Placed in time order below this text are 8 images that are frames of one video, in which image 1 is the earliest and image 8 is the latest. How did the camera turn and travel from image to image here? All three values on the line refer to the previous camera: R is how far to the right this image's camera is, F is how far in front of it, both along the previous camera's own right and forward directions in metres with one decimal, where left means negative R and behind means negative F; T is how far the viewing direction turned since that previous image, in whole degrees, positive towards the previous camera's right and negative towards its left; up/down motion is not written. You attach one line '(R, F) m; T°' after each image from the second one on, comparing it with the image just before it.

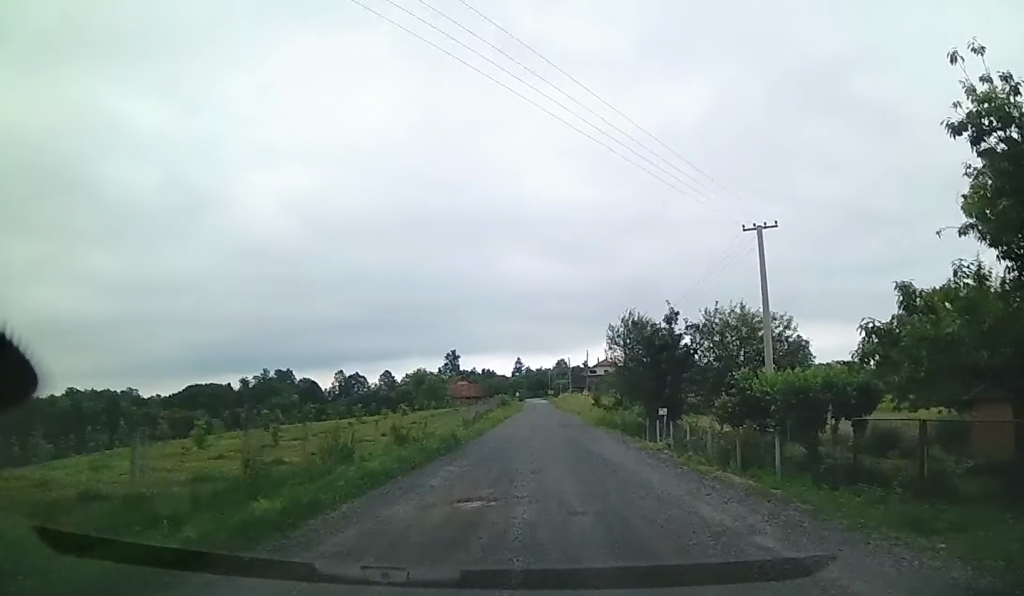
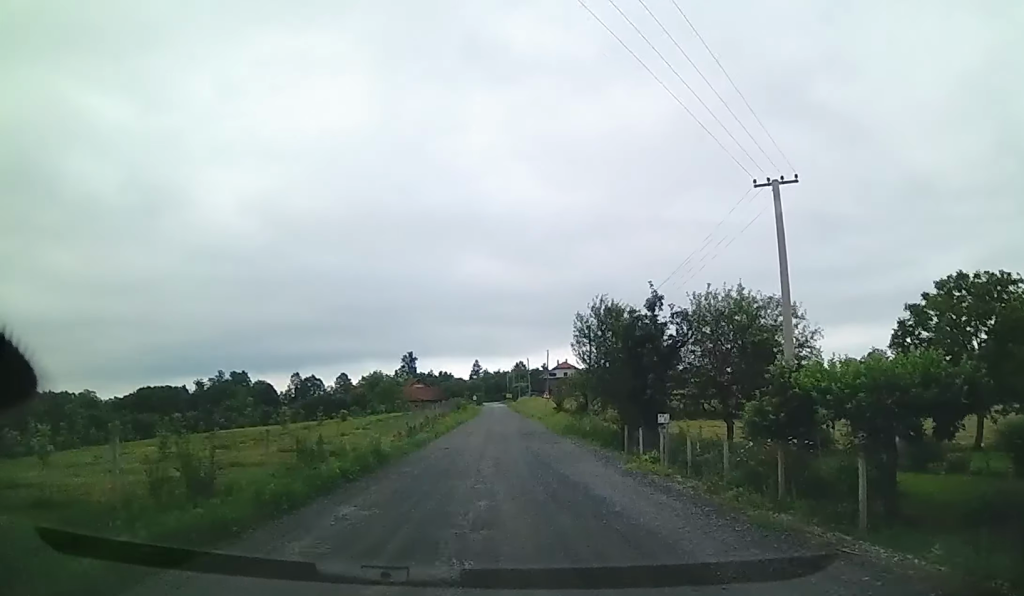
(+0.2, +5.8) m; +1°
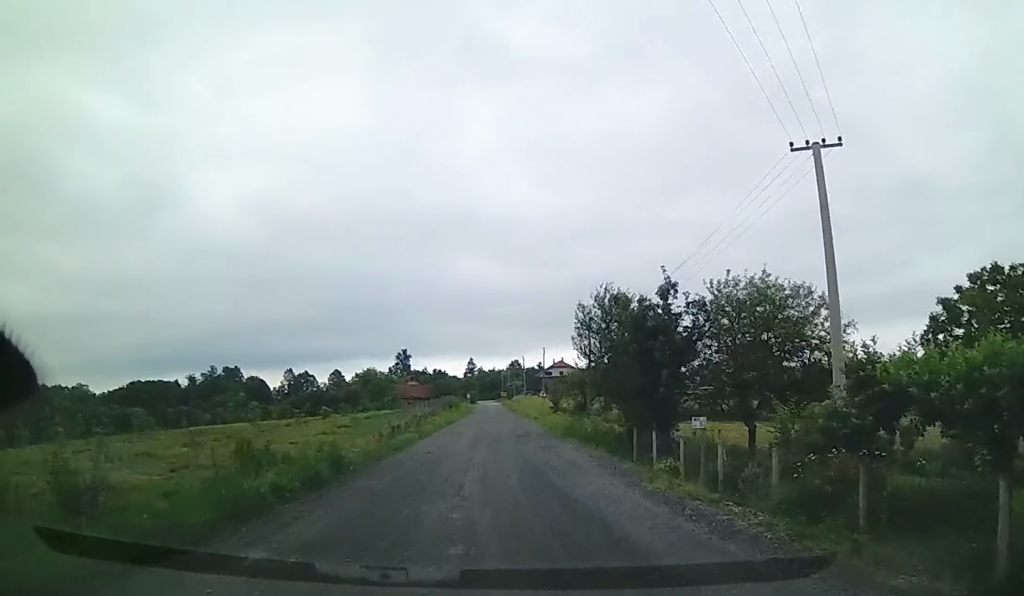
(+0.2, +3.4) m; -2°
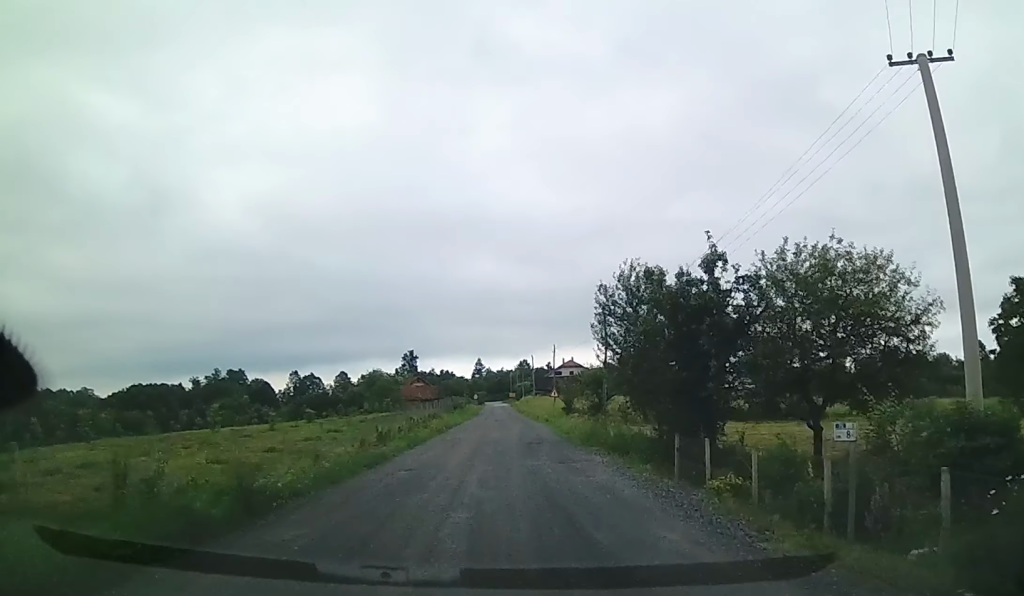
(-0.4, +5.1) m; -2°
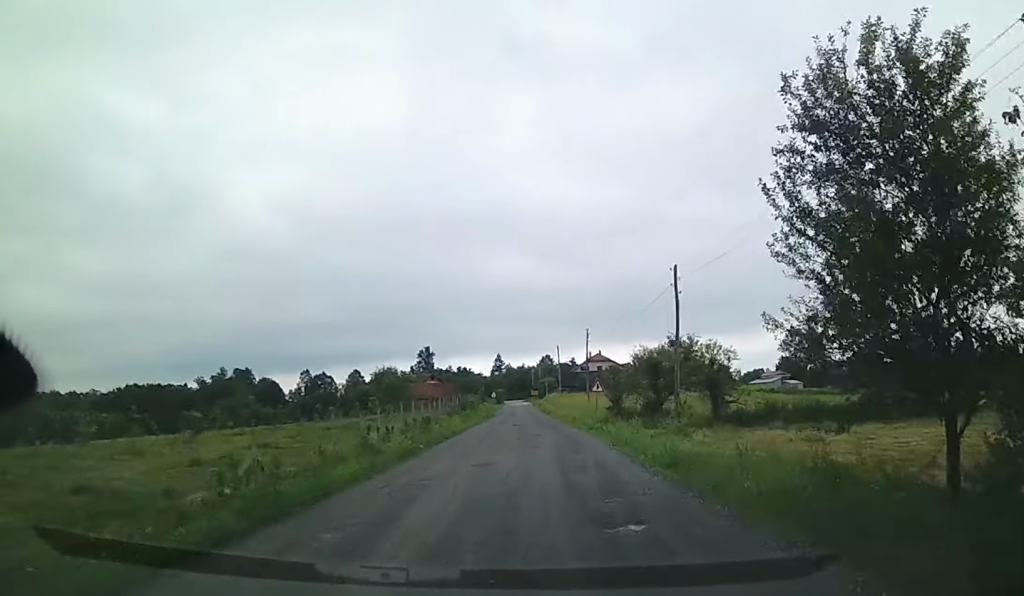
(+0.4, +16.3) m; +3°
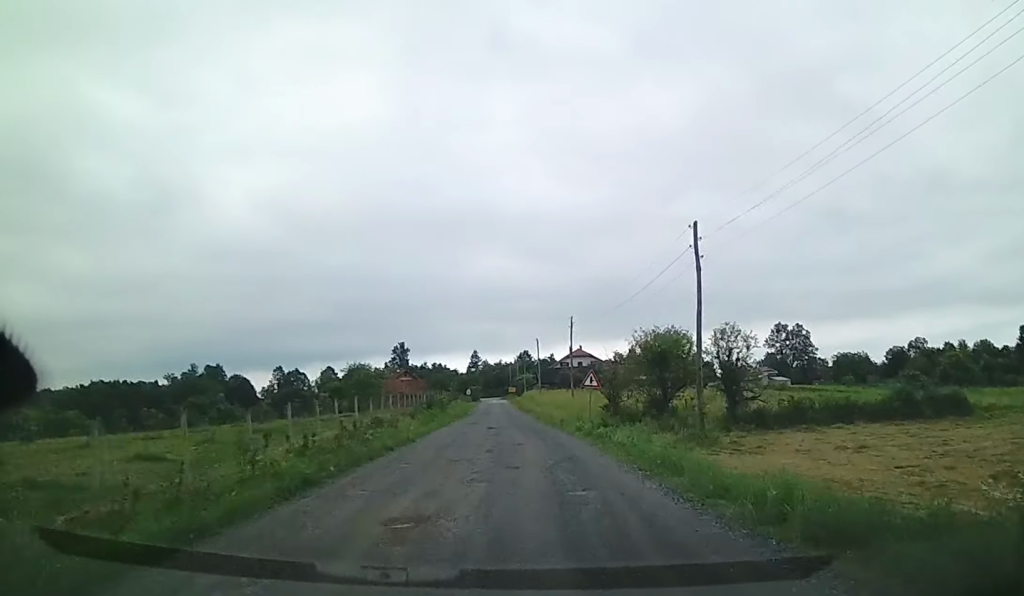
(0.0, +7.7) m; 0°
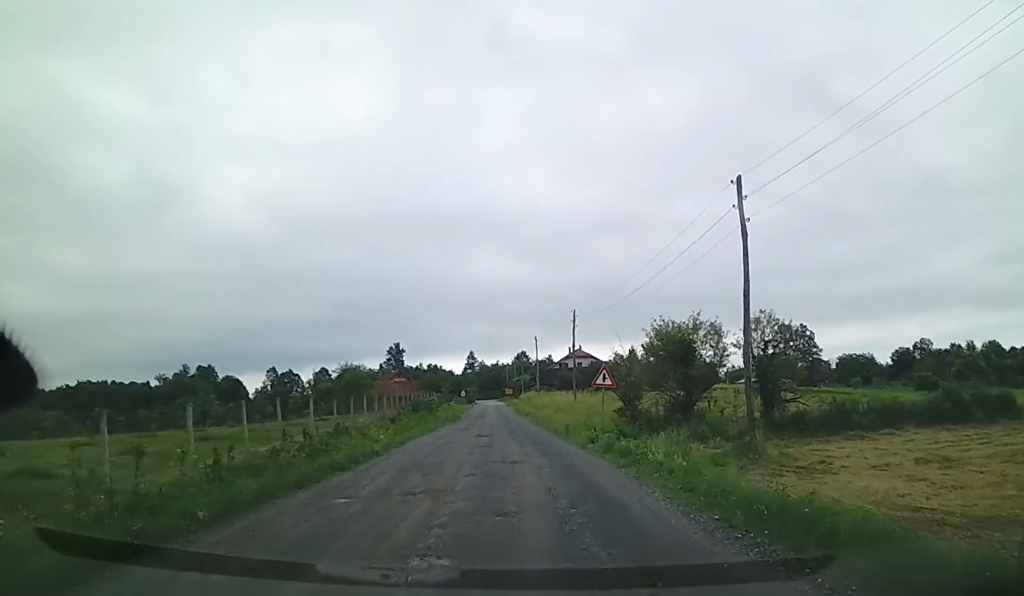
(0.0, +5.5) m; 0°
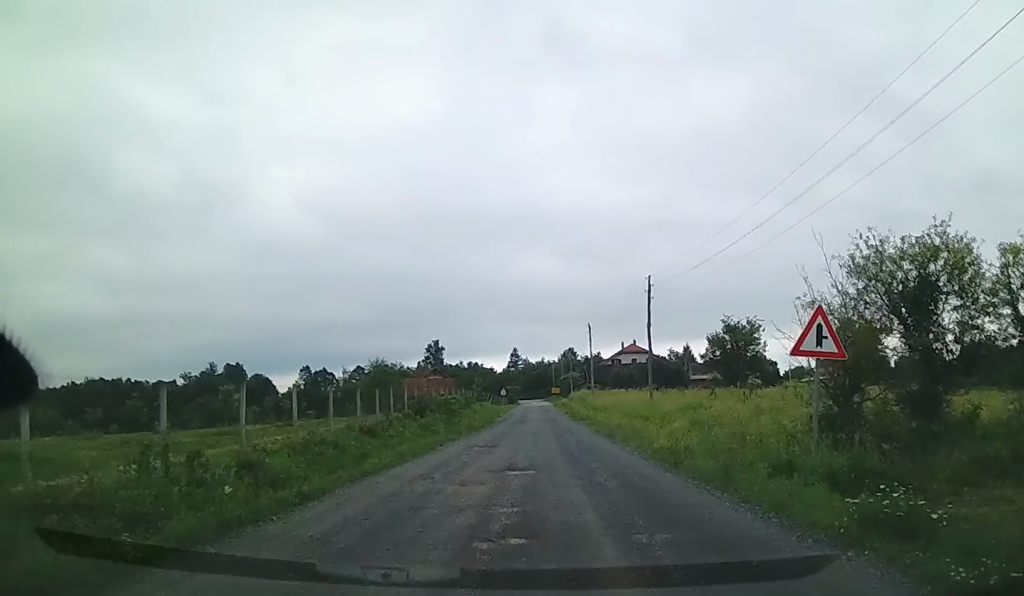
(-0.3, +14.9) m; -3°
